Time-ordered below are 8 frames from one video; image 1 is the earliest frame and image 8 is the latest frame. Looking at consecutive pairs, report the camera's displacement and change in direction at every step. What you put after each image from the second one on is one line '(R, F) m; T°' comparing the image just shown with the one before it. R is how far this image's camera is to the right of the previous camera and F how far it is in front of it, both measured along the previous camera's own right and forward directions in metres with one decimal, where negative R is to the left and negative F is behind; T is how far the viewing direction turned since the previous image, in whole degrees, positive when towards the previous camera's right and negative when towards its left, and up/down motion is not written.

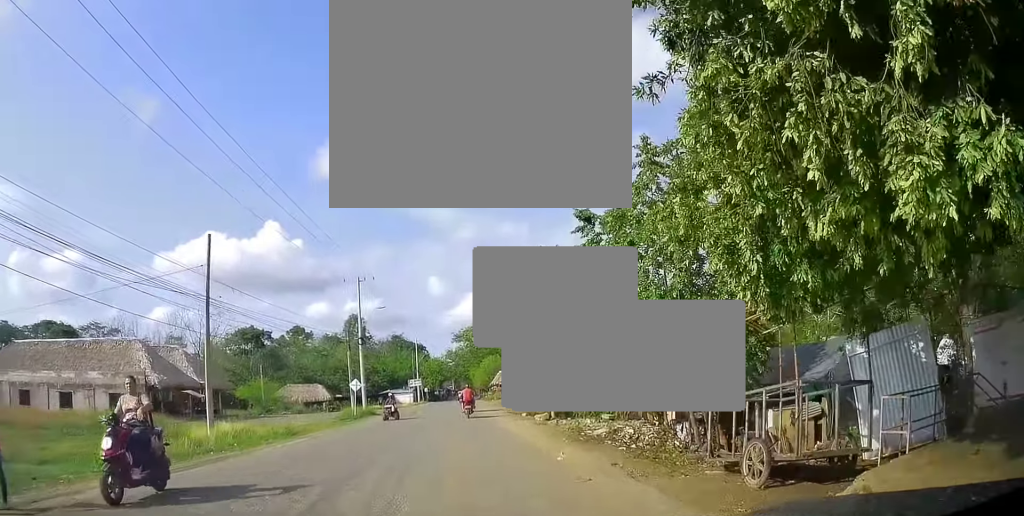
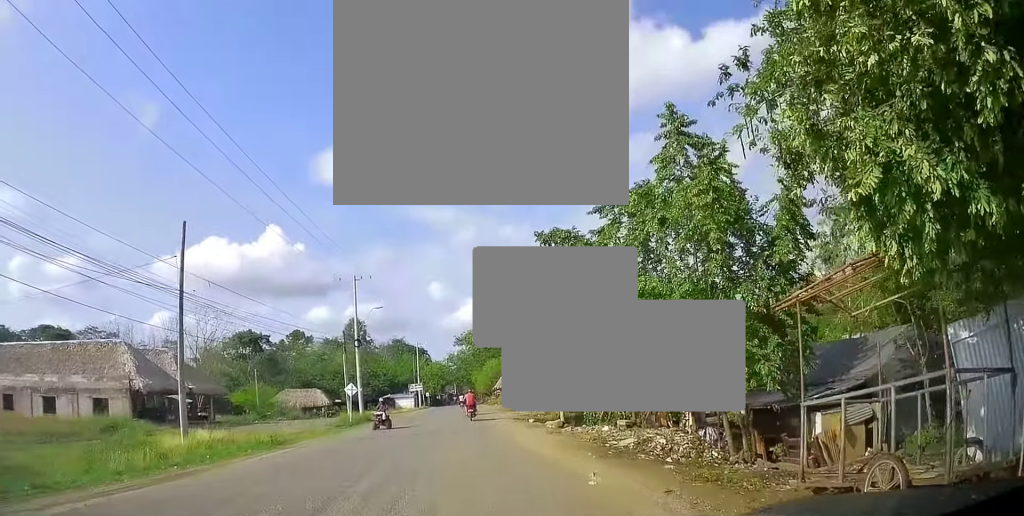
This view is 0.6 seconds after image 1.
(+0.1, +2.0) m; +2°
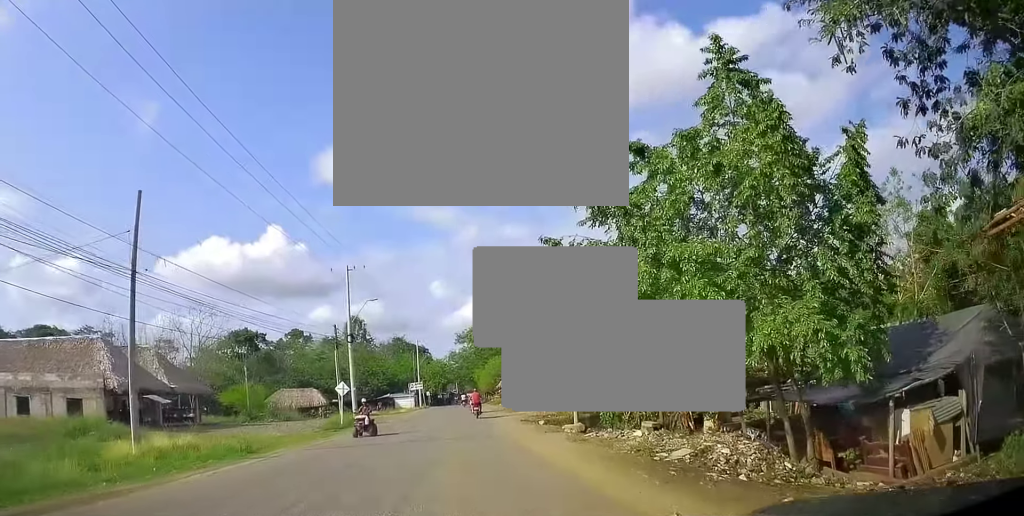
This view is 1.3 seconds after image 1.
(0.0, +2.7) m; +1°
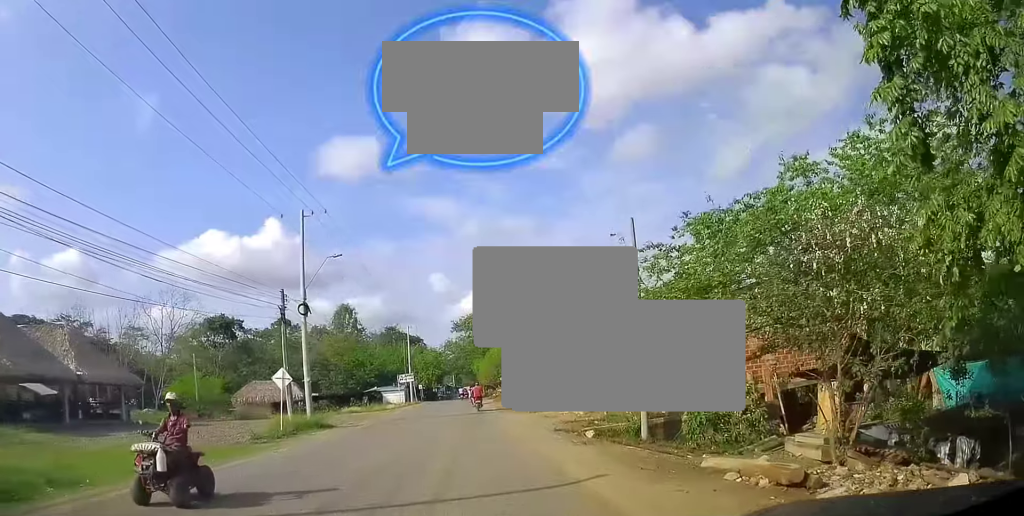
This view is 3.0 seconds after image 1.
(0.0, +9.1) m; -3°
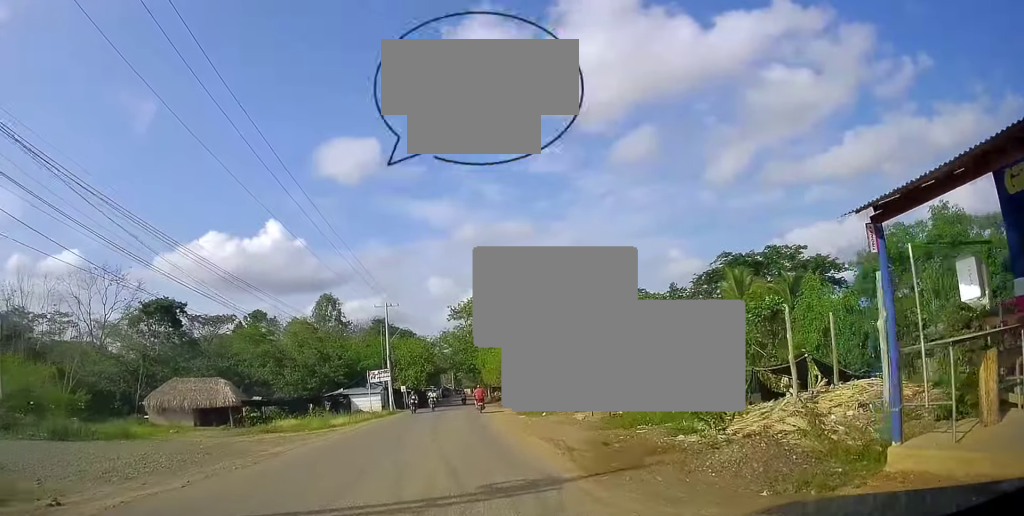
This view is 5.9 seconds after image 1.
(+0.2, +21.4) m; +4°
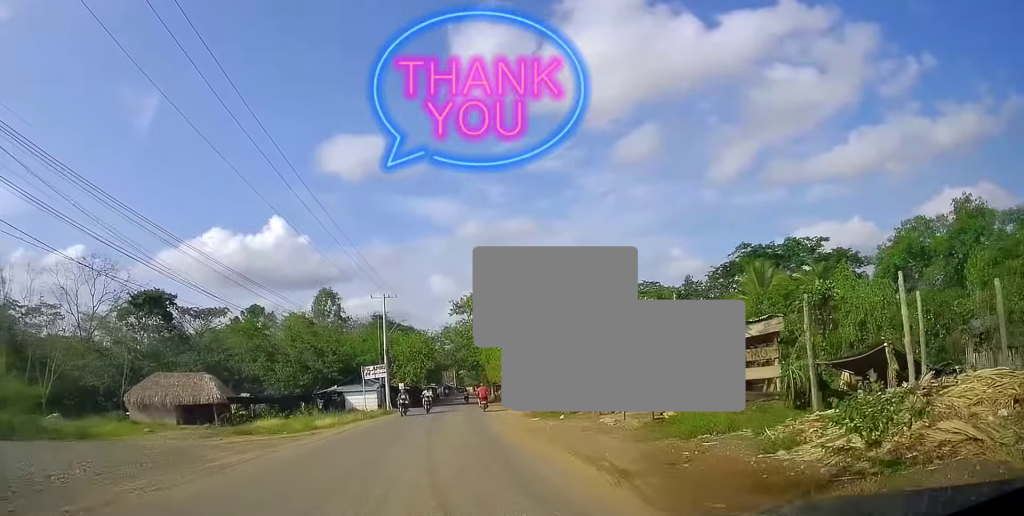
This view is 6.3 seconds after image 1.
(0.0, +3.9) m; -2°
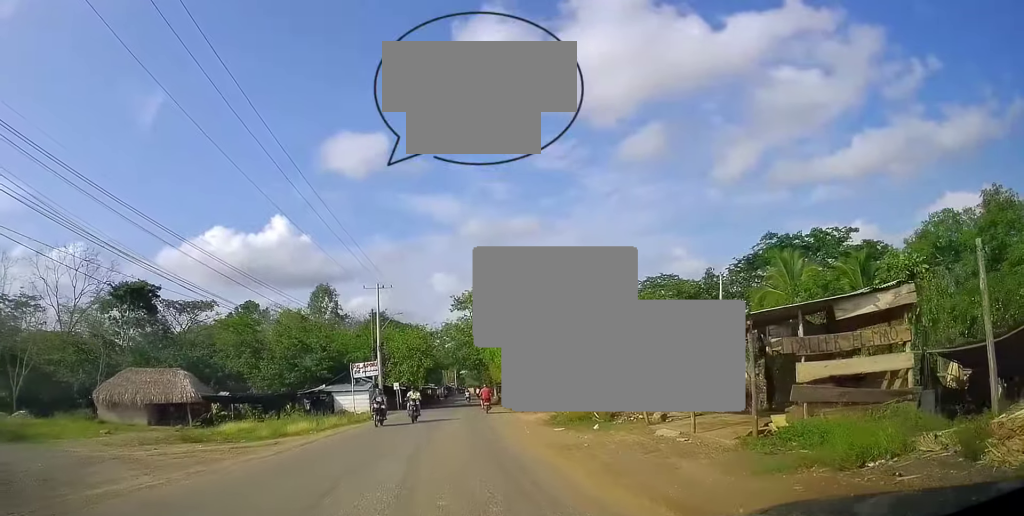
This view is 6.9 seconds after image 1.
(-0.1, +5.1) m; -1°
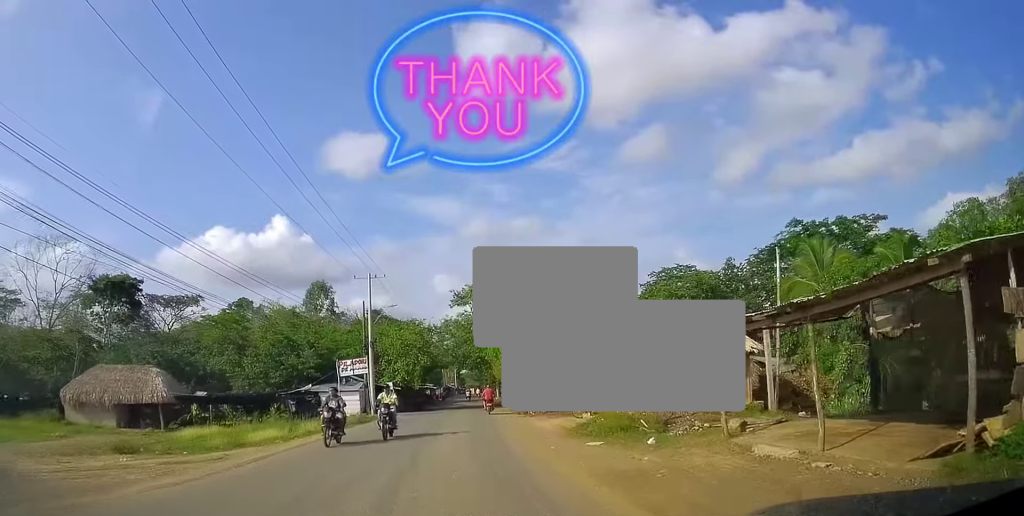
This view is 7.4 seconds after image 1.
(-0.2, +4.7) m; 0°
